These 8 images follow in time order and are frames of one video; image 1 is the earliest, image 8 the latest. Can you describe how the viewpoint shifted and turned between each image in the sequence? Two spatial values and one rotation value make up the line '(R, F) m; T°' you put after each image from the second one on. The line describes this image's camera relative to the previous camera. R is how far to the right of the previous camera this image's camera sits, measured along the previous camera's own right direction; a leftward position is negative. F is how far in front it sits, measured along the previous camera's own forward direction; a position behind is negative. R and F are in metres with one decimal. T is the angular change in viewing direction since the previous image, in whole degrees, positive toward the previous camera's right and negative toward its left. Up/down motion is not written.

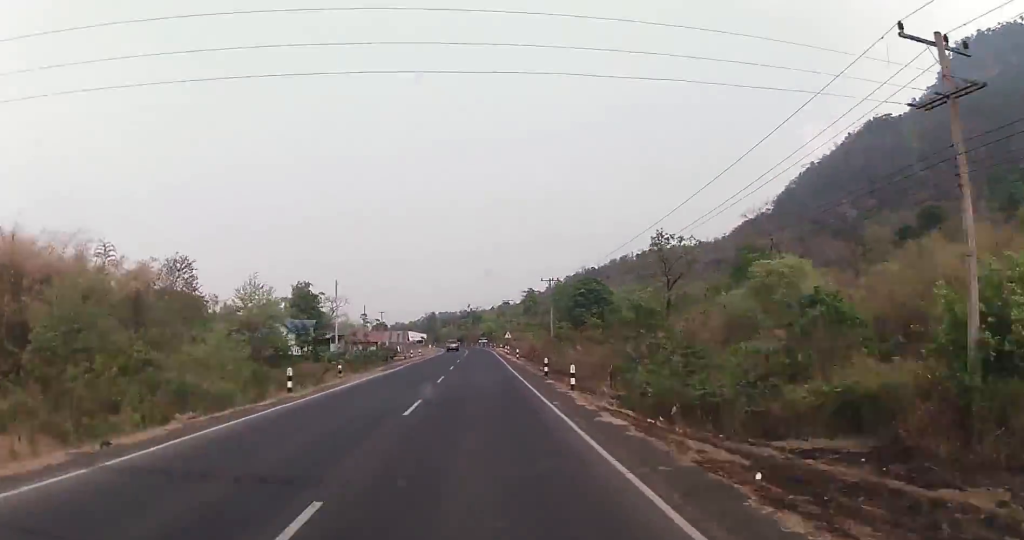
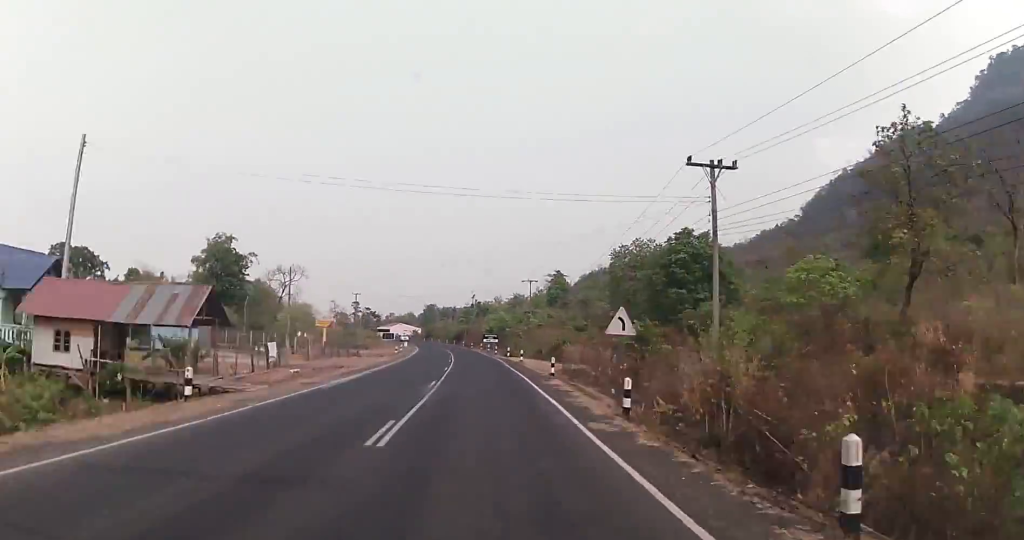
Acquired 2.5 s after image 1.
(-0.5, +65.2) m; -2°
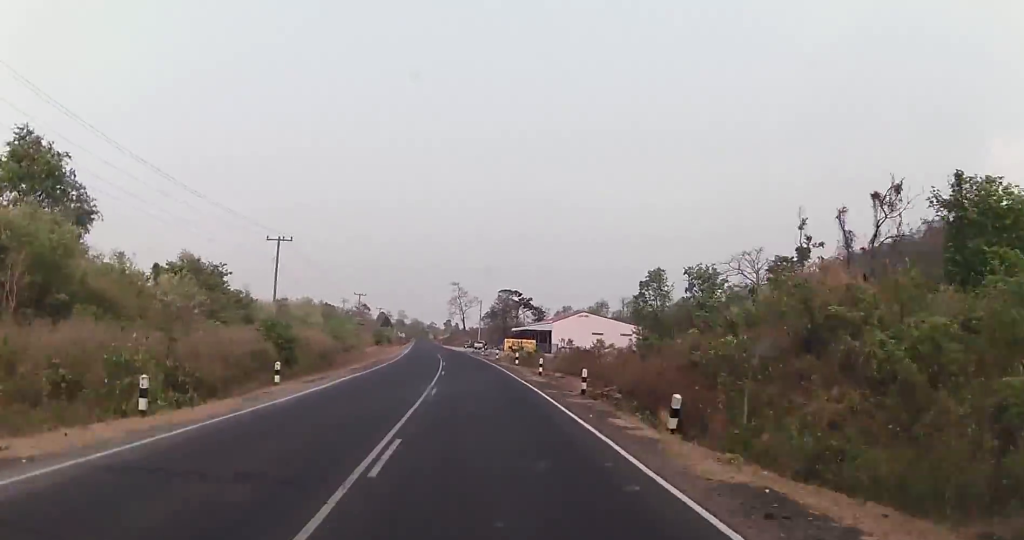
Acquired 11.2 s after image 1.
(-23.4, +218.5) m; -13°
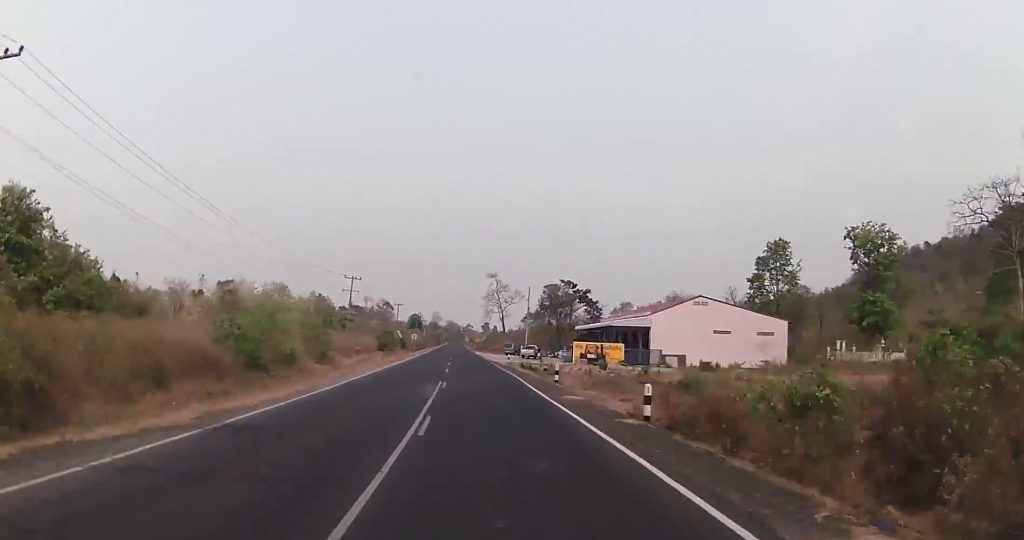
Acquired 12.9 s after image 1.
(-0.5, +44.2) m; -3°
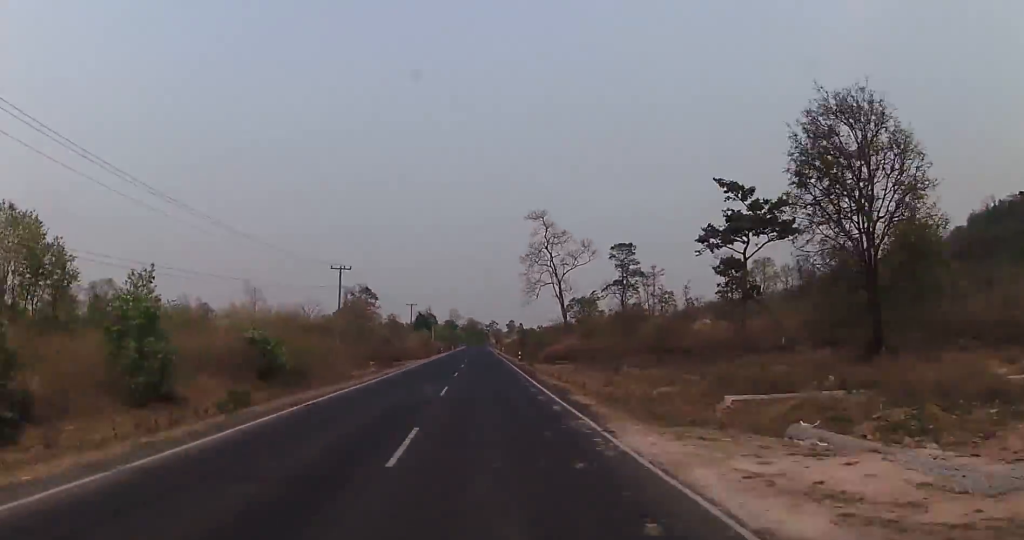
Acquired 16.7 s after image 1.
(-3.5, +96.2) m; -2°
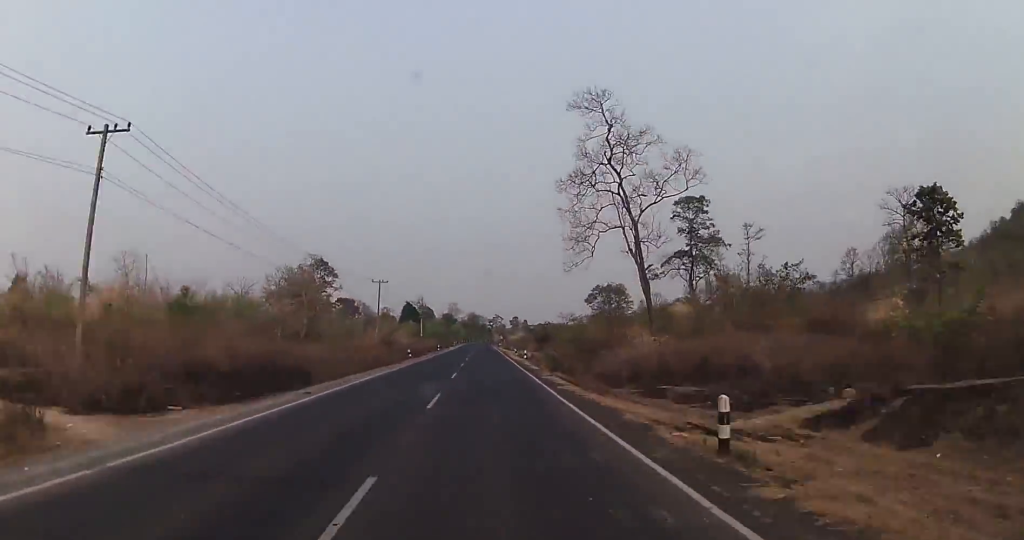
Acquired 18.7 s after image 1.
(-0.4, +51.8) m; 0°
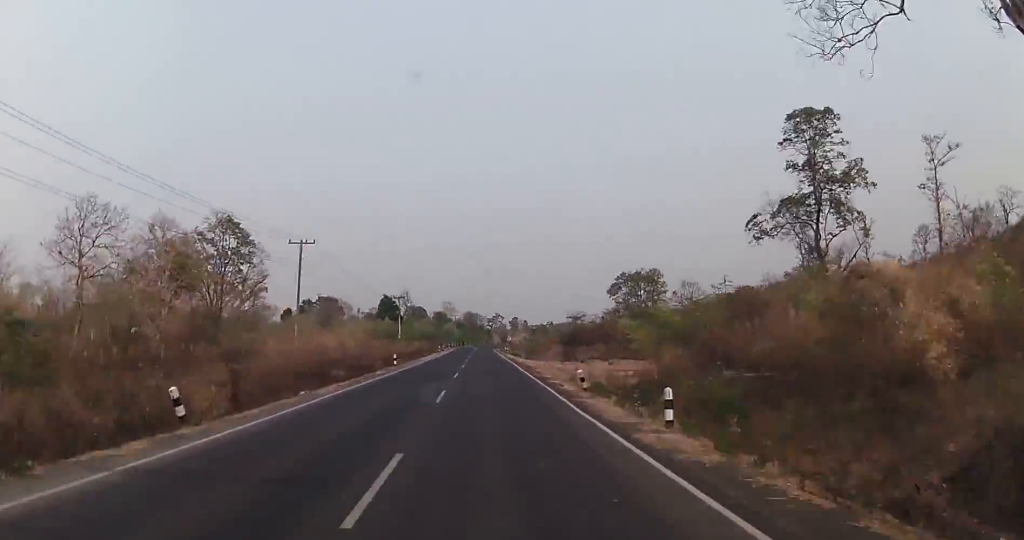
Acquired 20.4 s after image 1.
(-0.3, +44.9) m; 0°
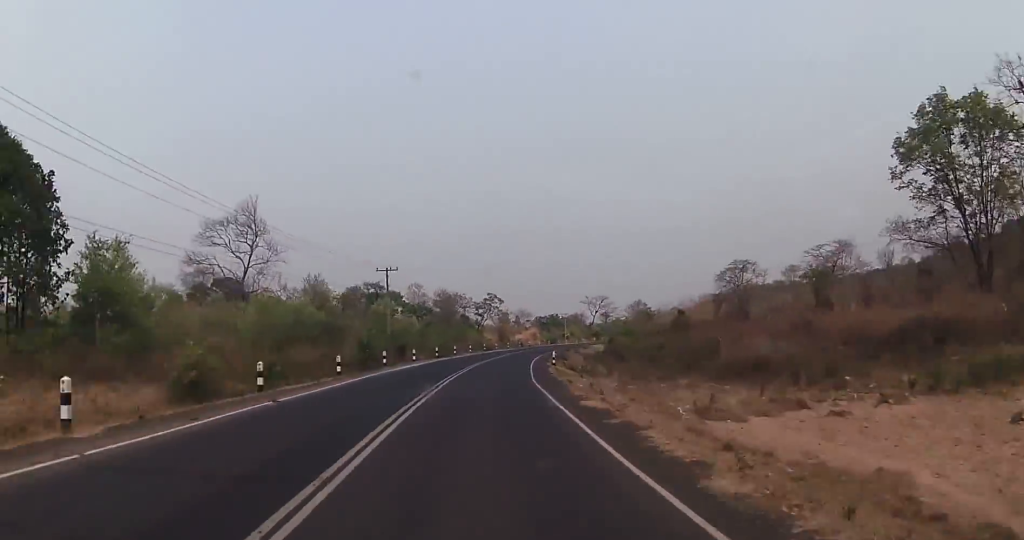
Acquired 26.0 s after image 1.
(+3.7, +145.1) m; +6°
